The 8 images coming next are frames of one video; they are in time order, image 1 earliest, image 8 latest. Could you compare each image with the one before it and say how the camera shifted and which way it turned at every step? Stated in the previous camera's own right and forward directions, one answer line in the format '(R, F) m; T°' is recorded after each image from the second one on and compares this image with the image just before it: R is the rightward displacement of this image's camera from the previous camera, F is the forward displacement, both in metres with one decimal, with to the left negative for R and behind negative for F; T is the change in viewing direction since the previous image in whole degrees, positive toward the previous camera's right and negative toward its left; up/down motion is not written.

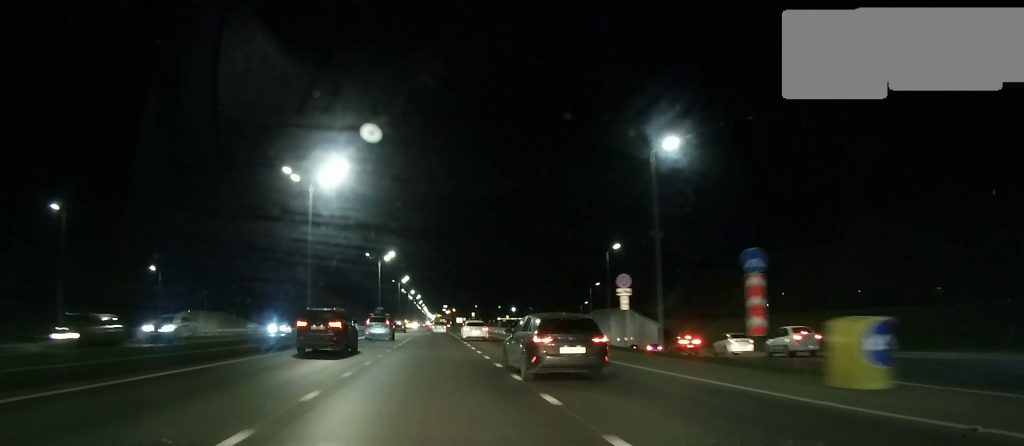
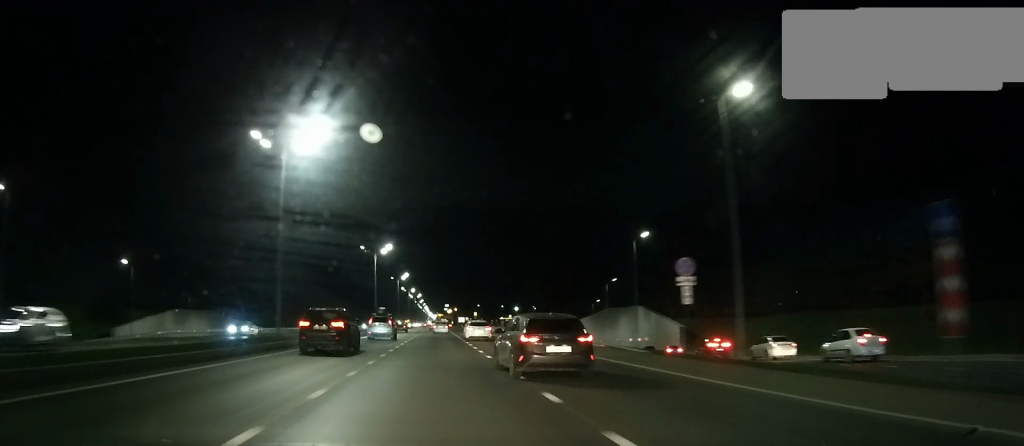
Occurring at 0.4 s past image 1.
(0.0, +7.7) m; 0°
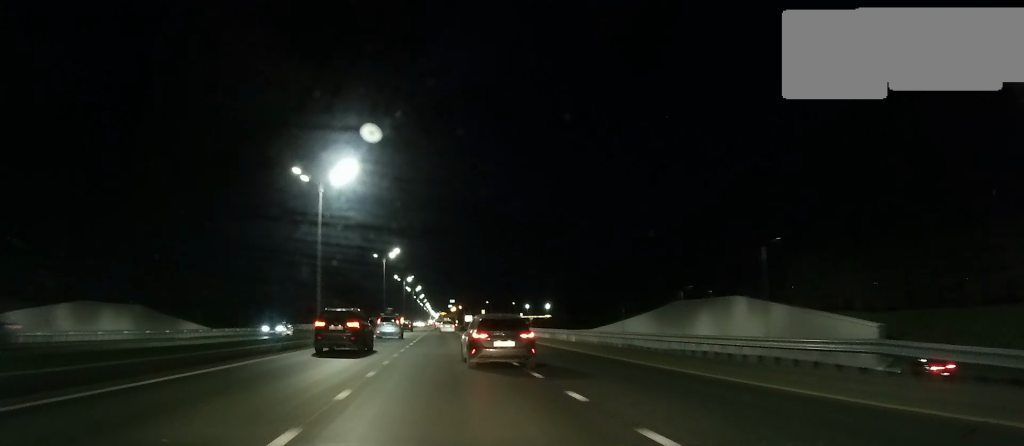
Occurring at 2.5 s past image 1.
(-0.2, +40.1) m; 0°
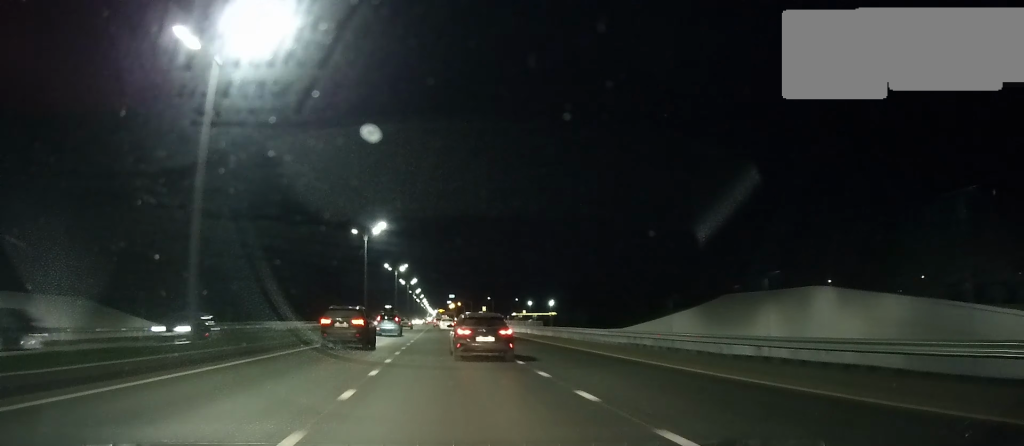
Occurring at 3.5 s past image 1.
(0.0, +20.1) m; 0°
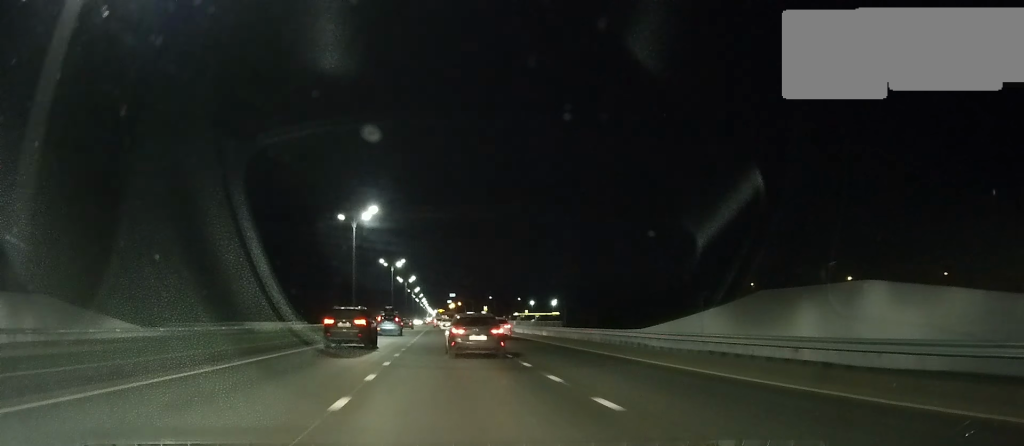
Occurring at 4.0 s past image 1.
(0.0, +9.0) m; 0°
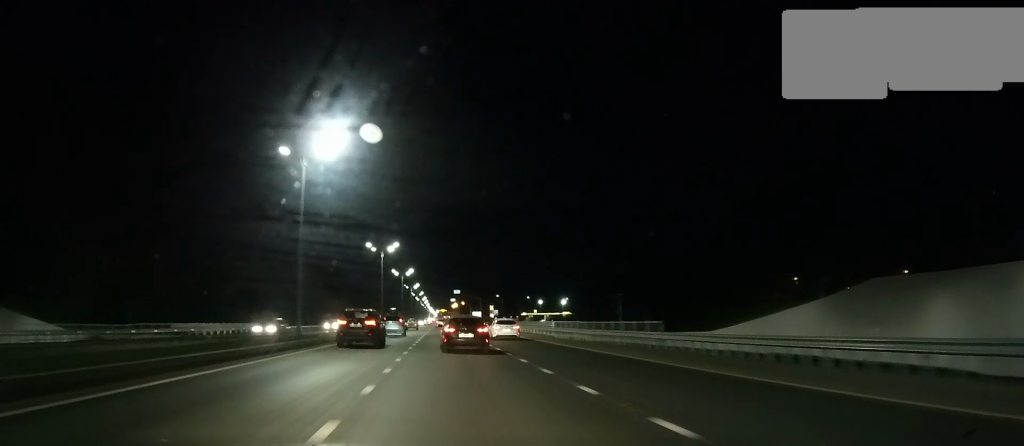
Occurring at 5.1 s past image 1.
(+0.1, +22.3) m; 0°
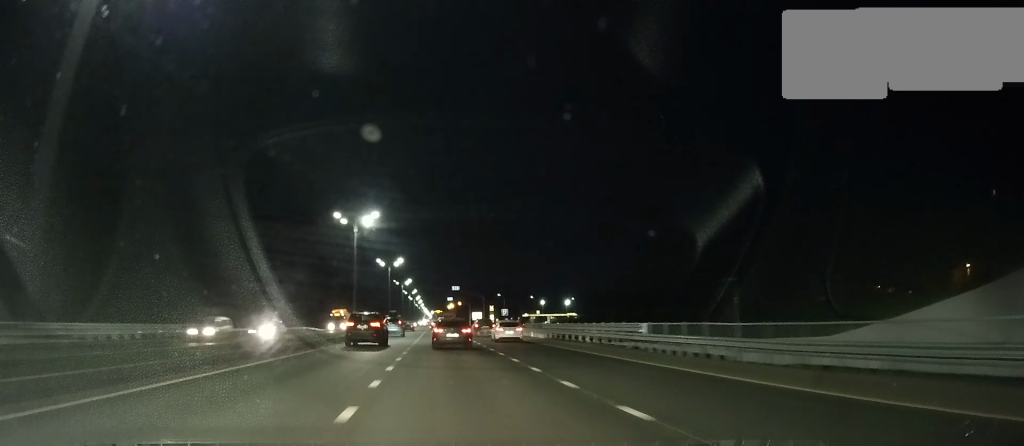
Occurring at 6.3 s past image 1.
(0.0, +22.8) m; 0°
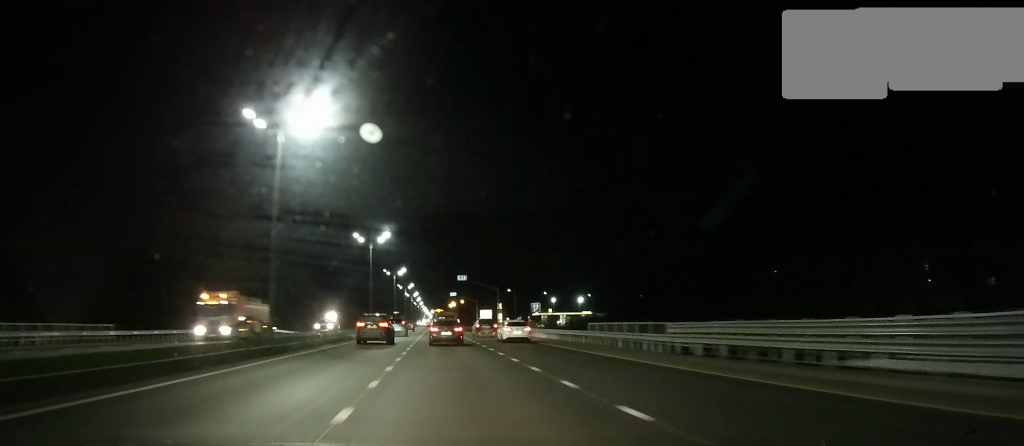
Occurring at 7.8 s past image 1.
(+0.1, +27.9) m; 0°
